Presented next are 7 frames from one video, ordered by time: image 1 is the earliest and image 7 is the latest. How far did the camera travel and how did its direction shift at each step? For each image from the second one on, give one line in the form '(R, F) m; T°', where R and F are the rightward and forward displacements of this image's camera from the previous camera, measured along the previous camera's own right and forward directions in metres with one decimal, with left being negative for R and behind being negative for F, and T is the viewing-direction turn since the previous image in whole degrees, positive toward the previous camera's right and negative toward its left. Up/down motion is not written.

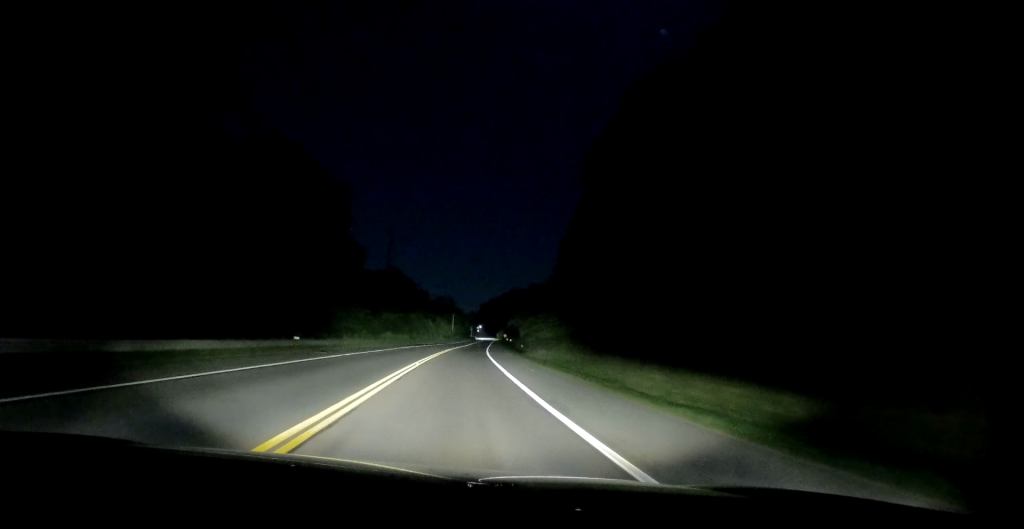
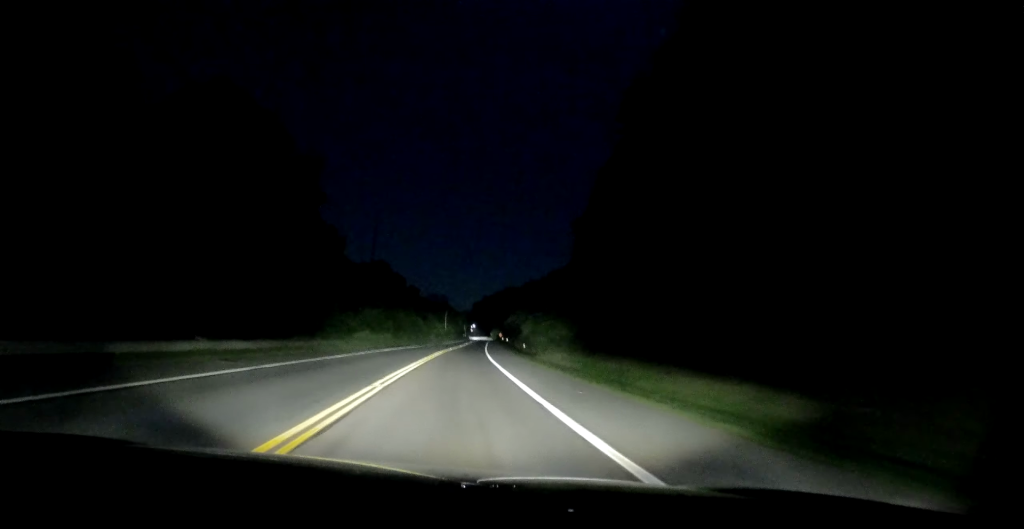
(0.0, +11.6) m; +1°
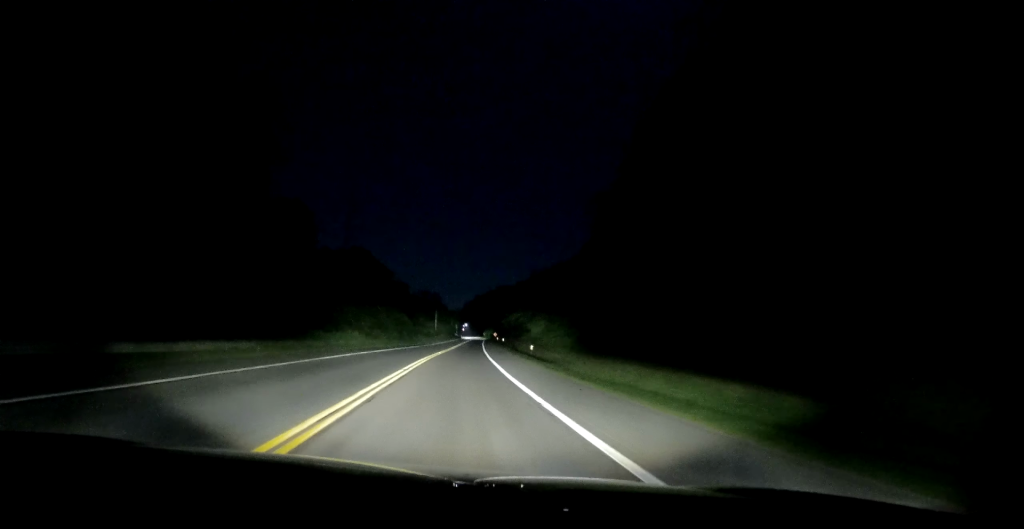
(+0.5, +16.7) m; +1°
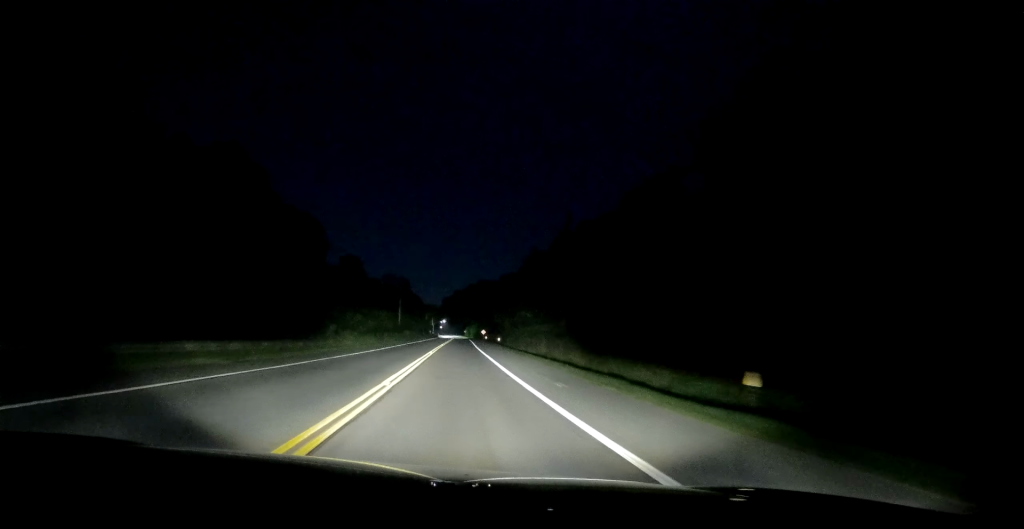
(-0.4, +54.7) m; +1°
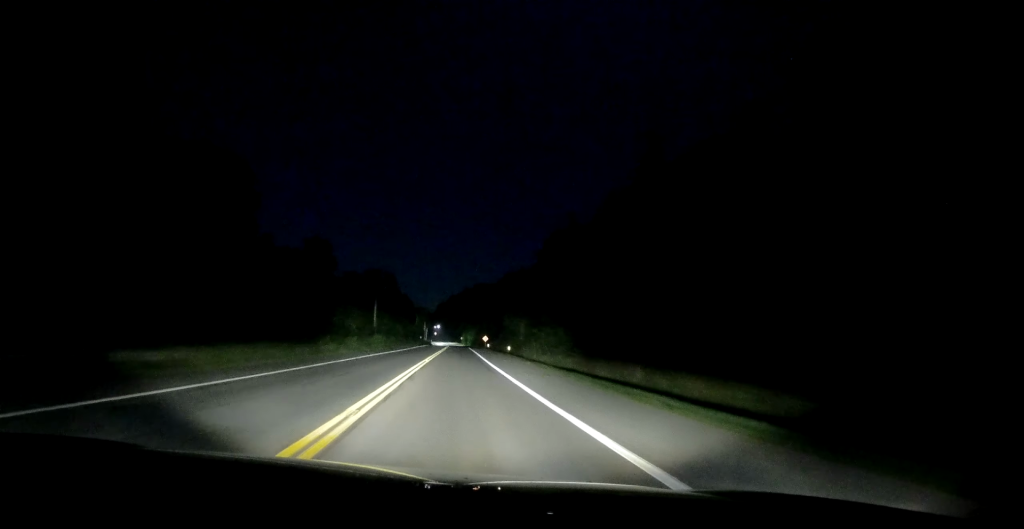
(+1.0, +29.6) m; 0°
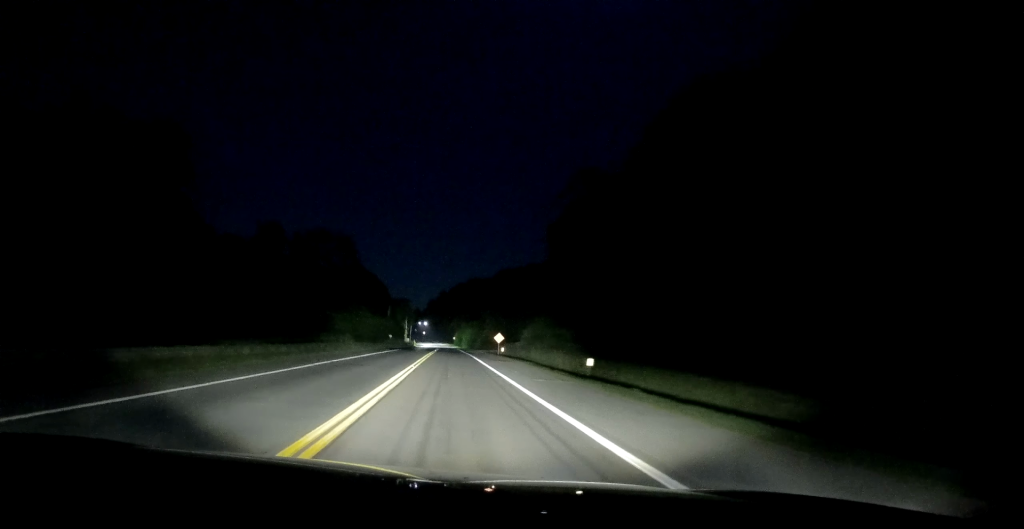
(+0.1, +56.1) m; +2°
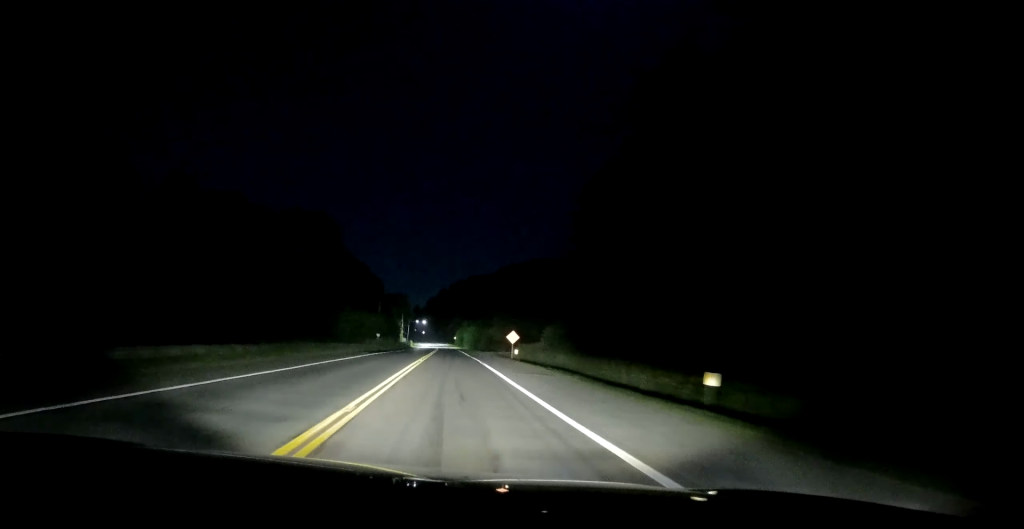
(+0.3, +15.7) m; 0°
